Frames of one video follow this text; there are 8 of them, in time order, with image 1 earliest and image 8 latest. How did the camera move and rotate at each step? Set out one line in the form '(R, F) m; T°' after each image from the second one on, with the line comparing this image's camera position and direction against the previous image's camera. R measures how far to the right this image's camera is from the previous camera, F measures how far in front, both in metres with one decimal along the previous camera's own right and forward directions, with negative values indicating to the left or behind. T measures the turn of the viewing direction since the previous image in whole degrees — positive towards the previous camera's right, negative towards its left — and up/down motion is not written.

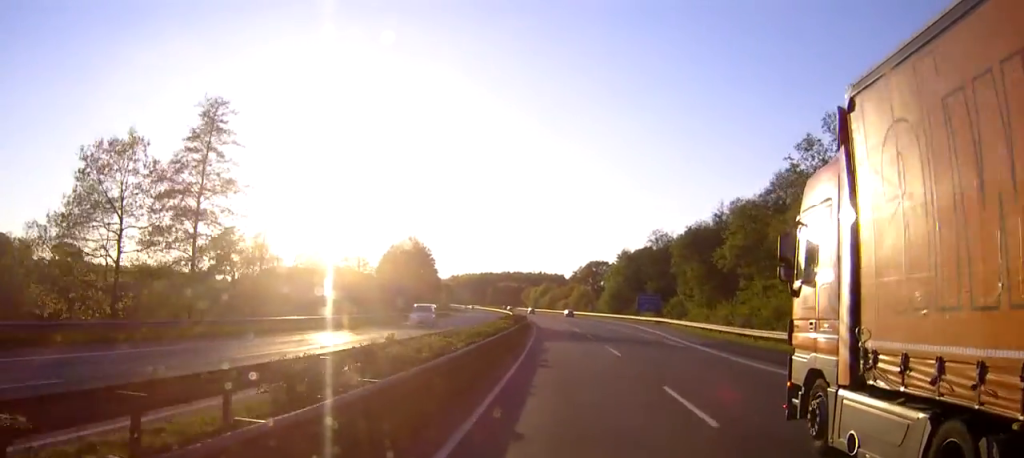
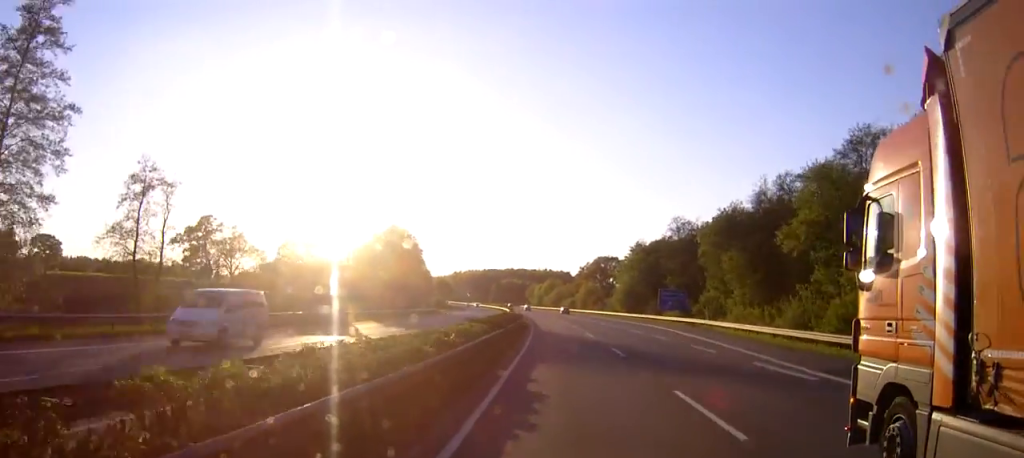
(0.0, +19.5) m; -1°
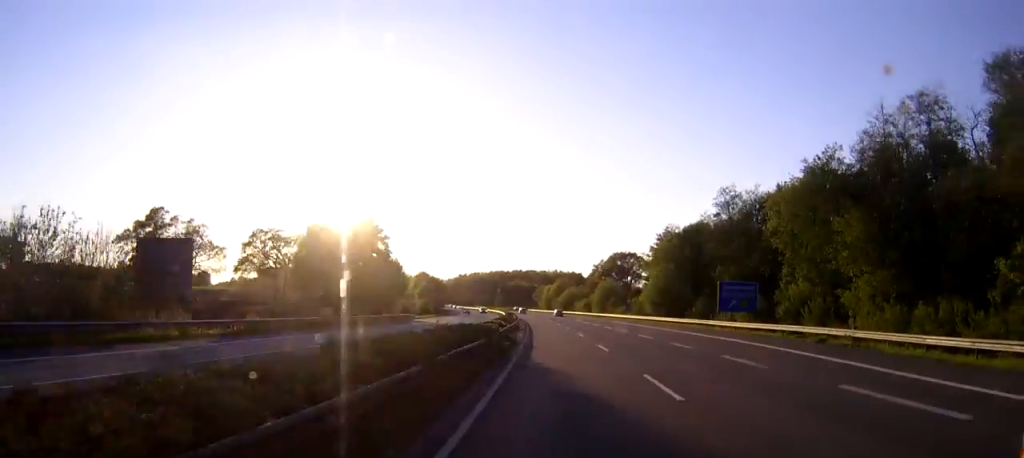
(-0.3, +31.3) m; -1°
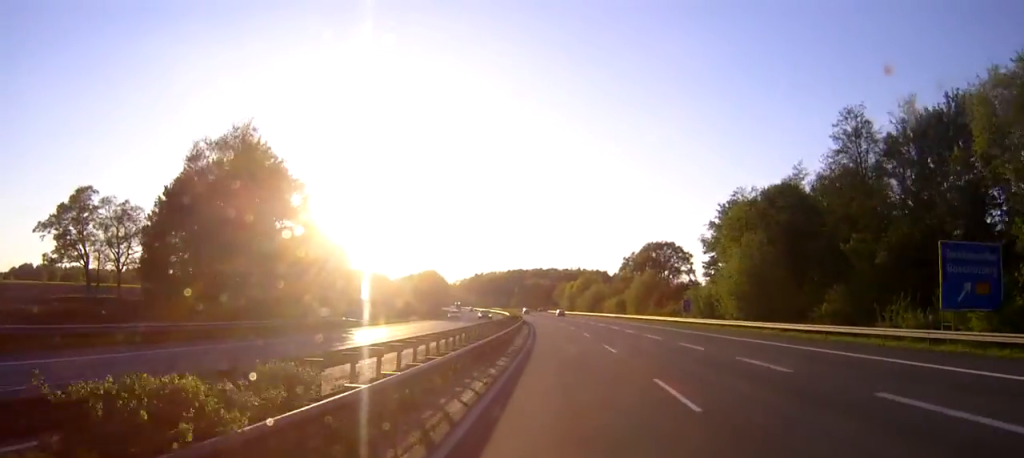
(-0.6, +37.7) m; -2°
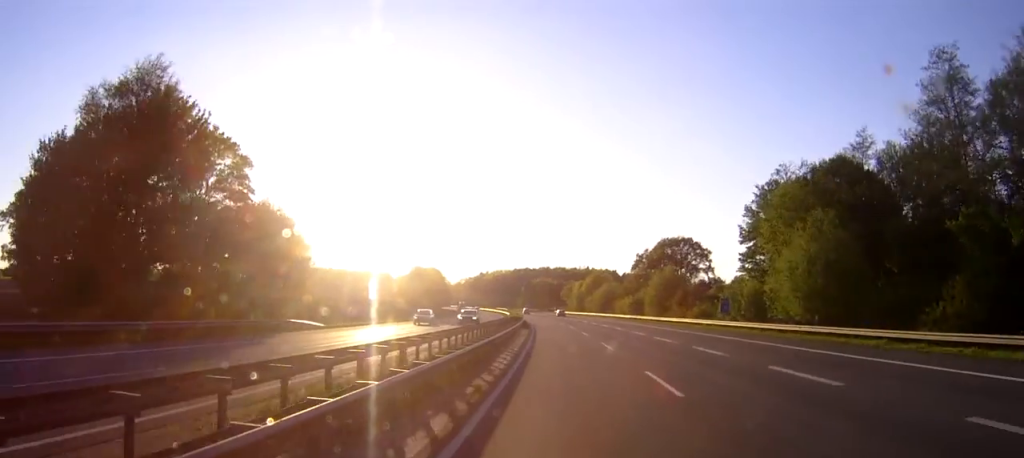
(-0.1, +15.6) m; -1°
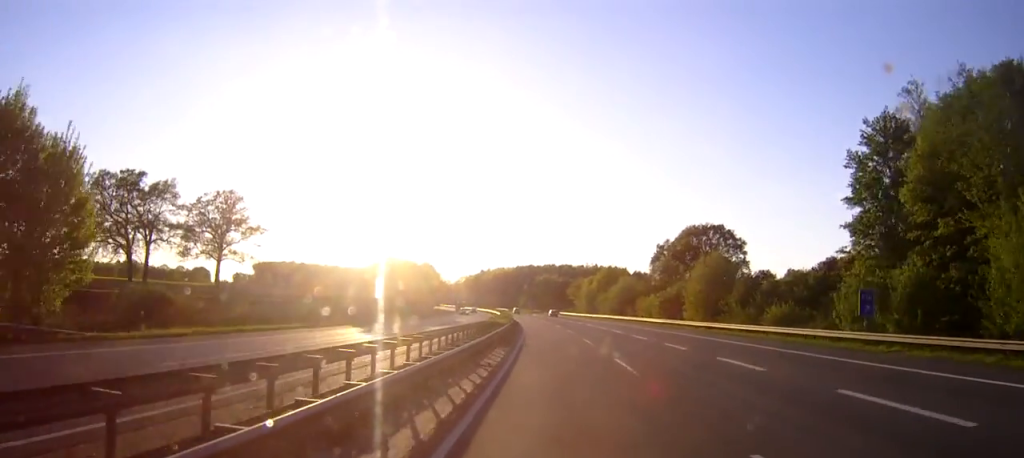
(-0.2, +30.2) m; -1°
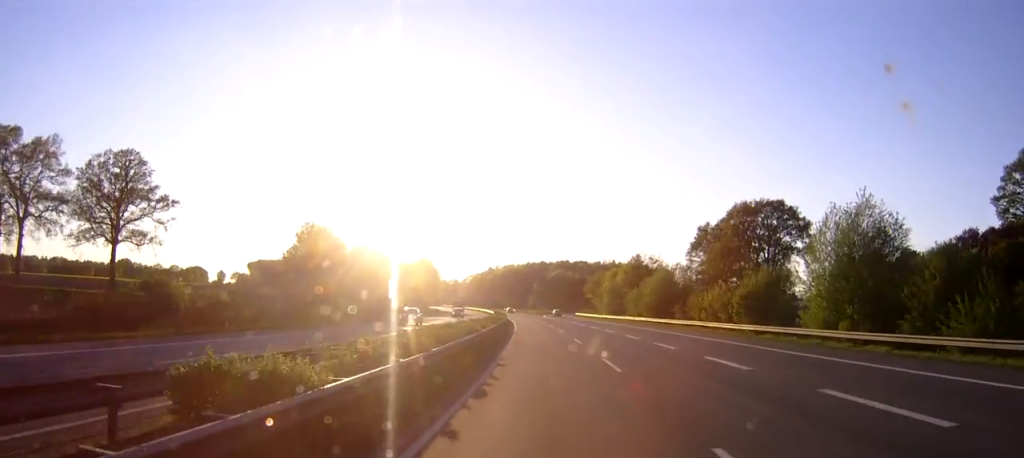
(-0.3, +35.5) m; -1°
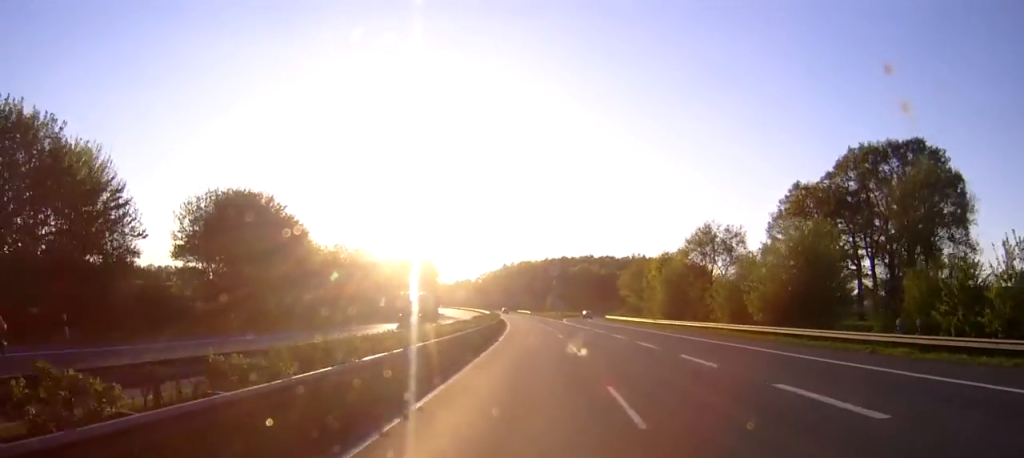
(-0.5, +46.4) m; -1°
